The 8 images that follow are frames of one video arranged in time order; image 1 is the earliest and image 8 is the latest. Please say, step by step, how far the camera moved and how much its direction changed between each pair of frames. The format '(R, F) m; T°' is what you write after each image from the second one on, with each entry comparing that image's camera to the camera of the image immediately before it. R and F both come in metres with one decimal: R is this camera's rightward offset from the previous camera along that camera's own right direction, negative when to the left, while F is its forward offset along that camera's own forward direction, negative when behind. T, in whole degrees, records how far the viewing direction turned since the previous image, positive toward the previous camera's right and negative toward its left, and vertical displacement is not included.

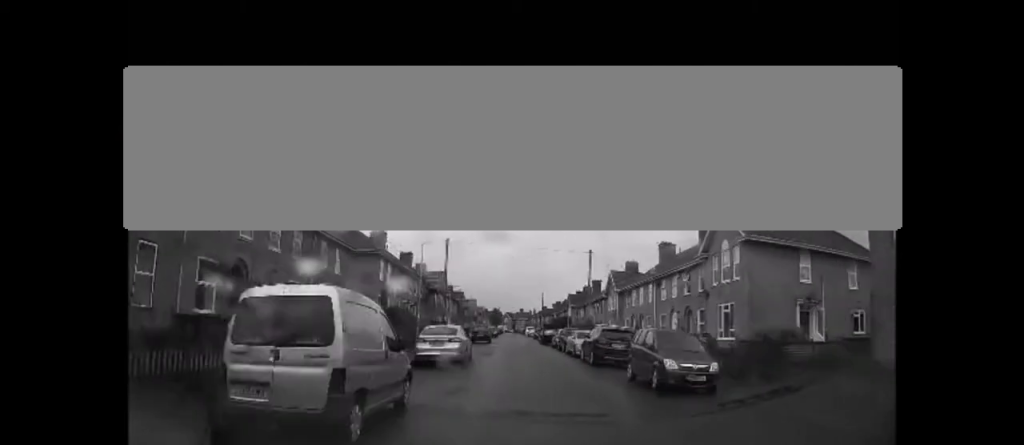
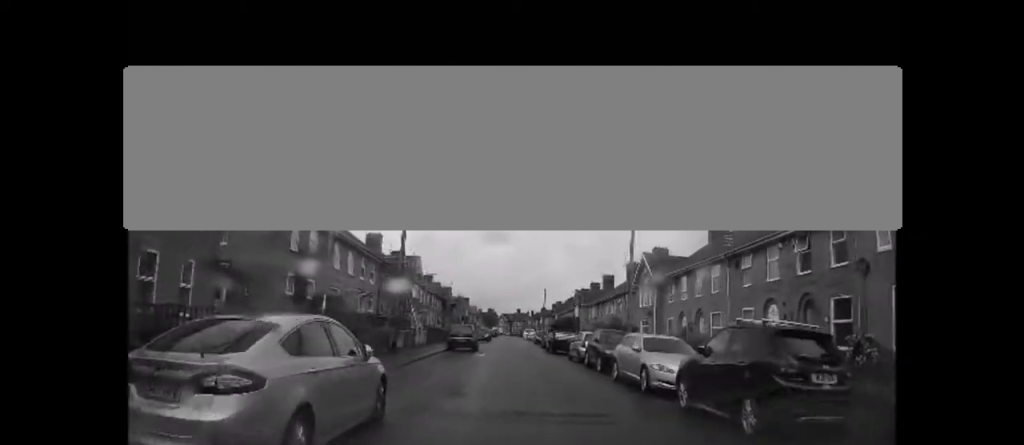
(-0.3, +14.0) m; -1°
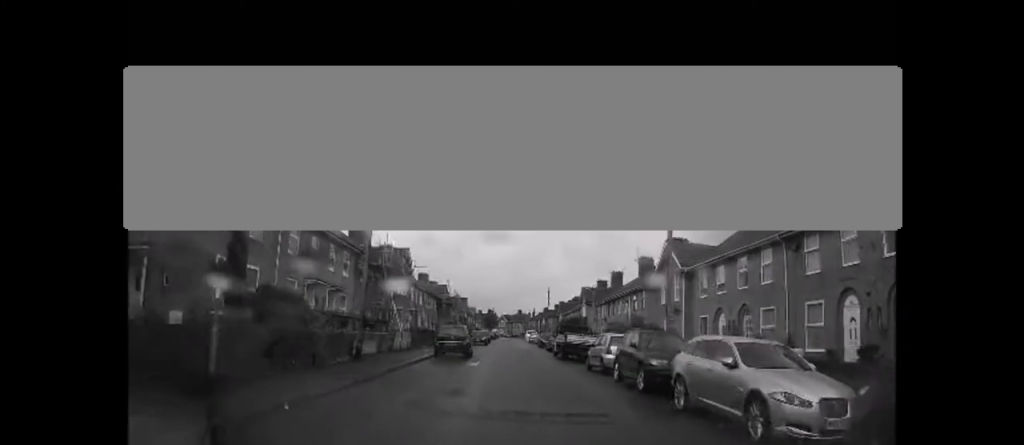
(0.0, +5.7) m; 0°
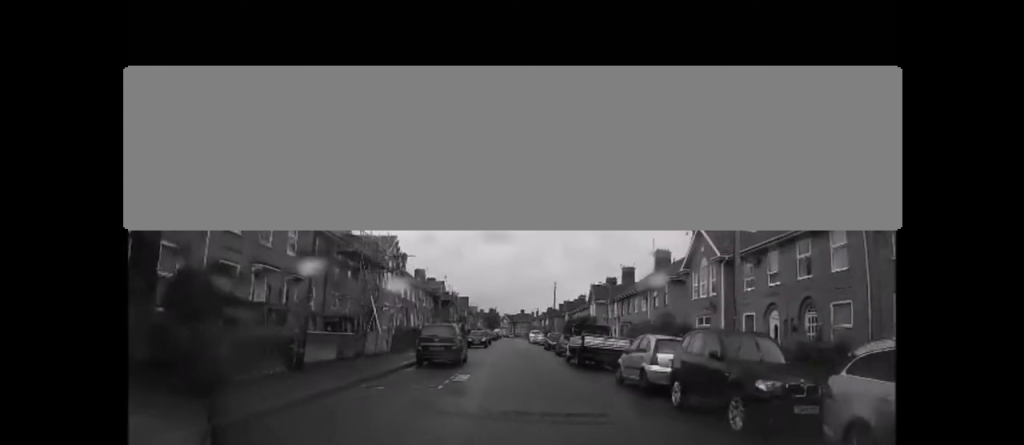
(0.0, +5.3) m; 0°
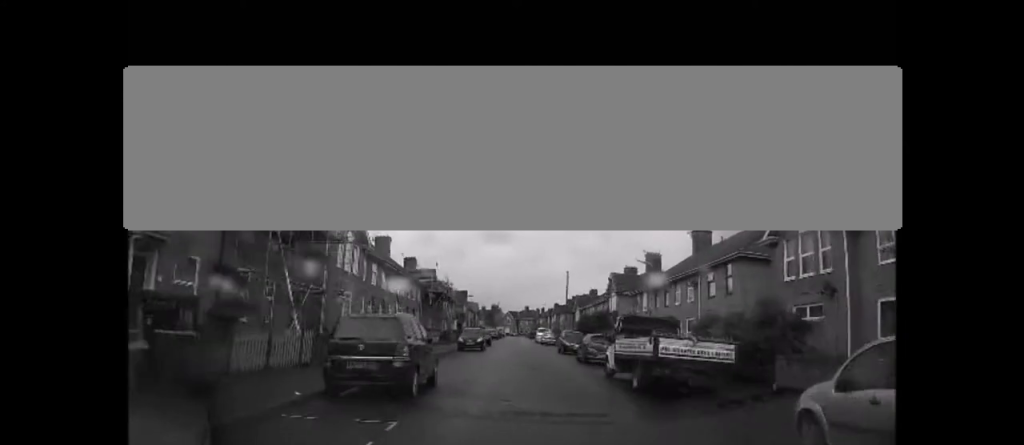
(0.0, +10.0) m; 0°
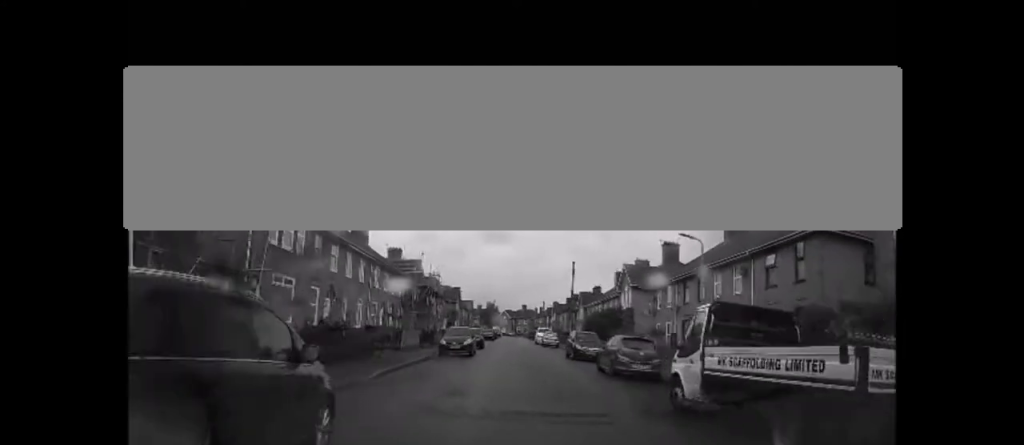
(0.0, +7.2) m; 0°
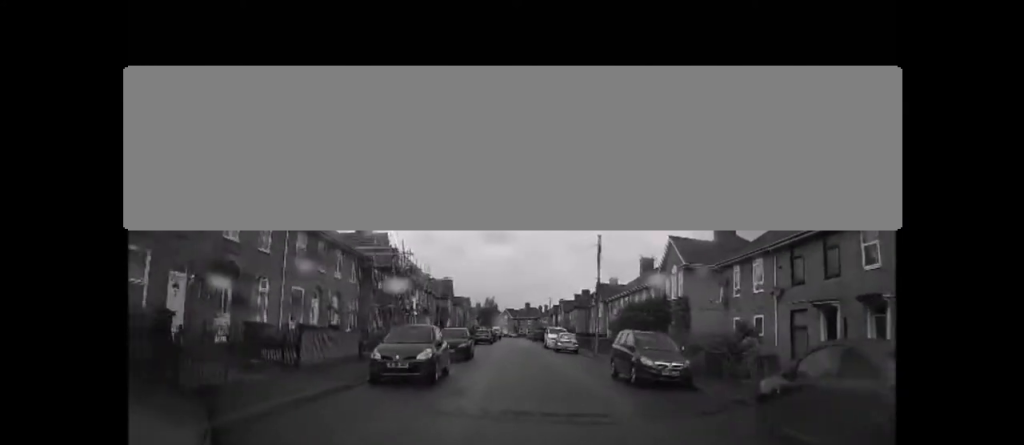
(0.0, +12.9) m; 0°
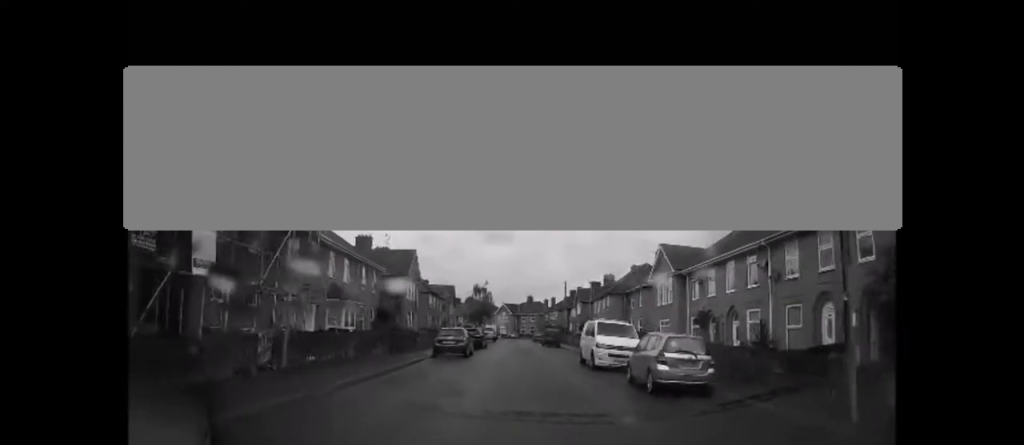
(0.0, +25.4) m; 0°
